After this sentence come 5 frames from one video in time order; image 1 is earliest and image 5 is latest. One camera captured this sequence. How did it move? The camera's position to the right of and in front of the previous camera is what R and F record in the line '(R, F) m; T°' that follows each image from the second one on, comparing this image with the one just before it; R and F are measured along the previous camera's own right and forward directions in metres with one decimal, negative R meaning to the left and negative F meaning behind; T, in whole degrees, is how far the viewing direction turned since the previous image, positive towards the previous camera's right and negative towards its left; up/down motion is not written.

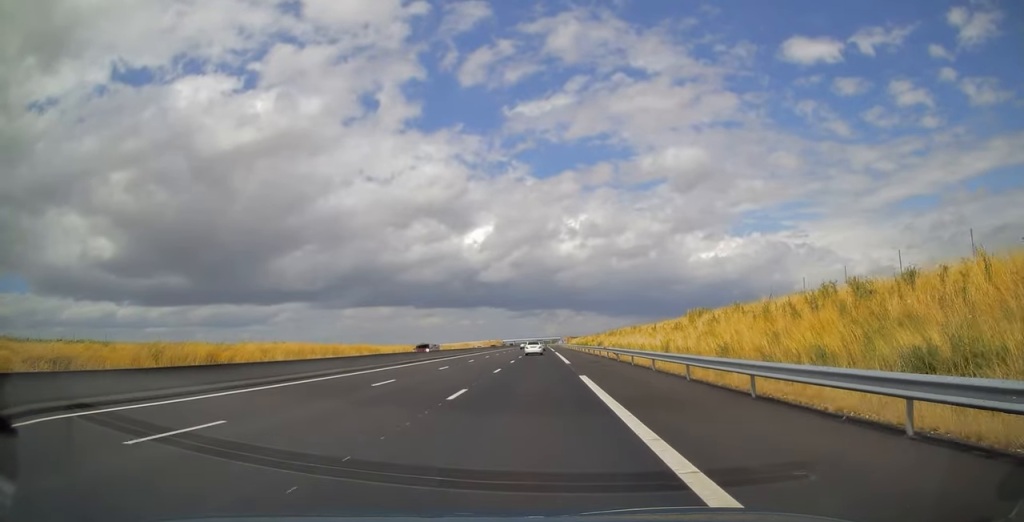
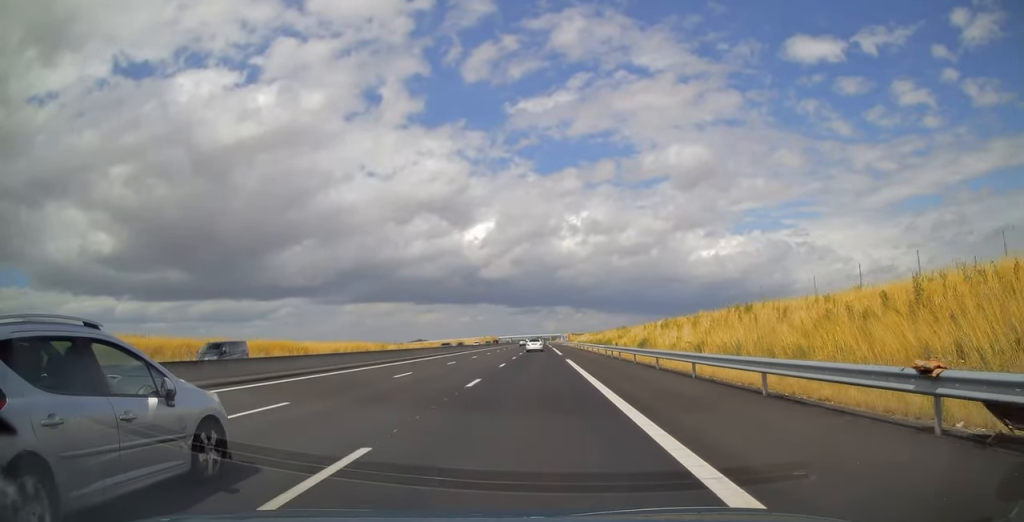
(-0.1, +36.4) m; 0°
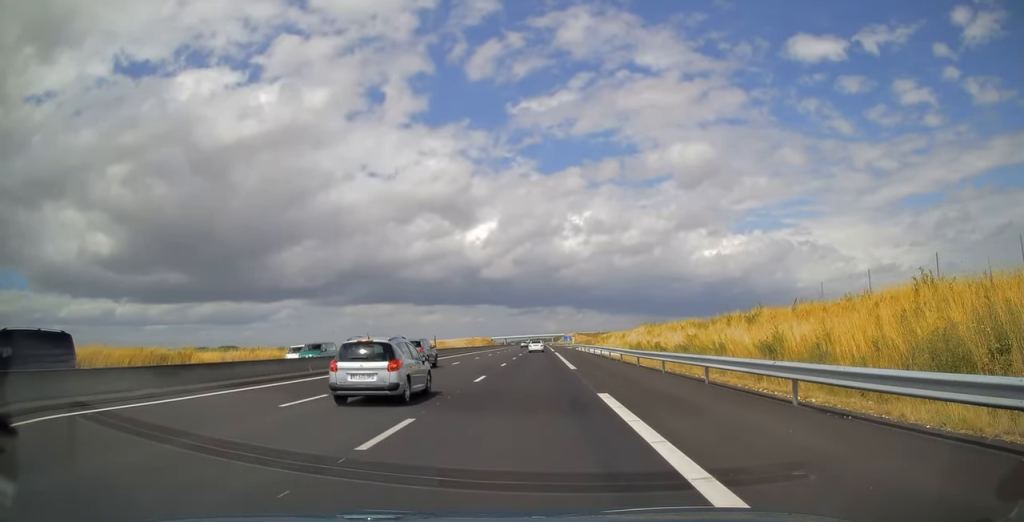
(-0.1, +75.7) m; 0°
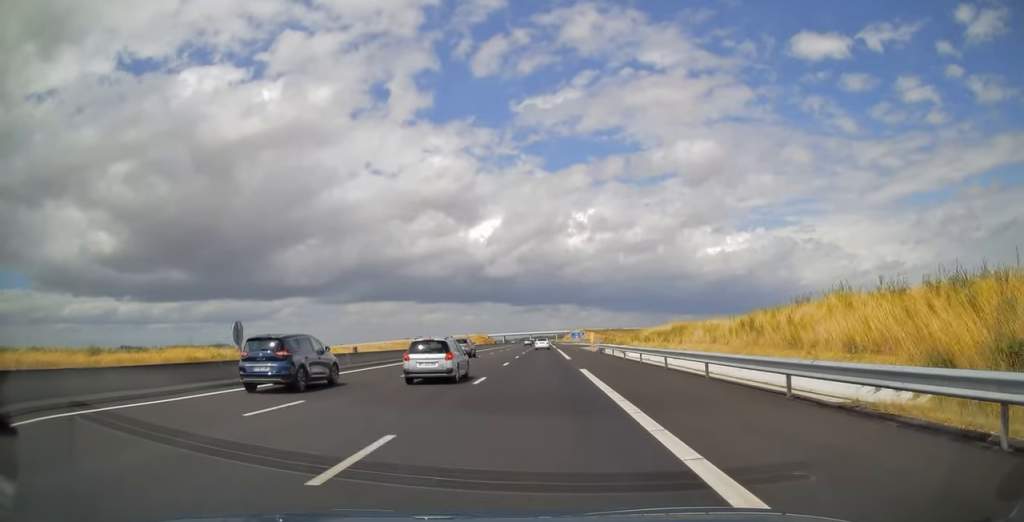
(-0.1, +41.5) m; 0°
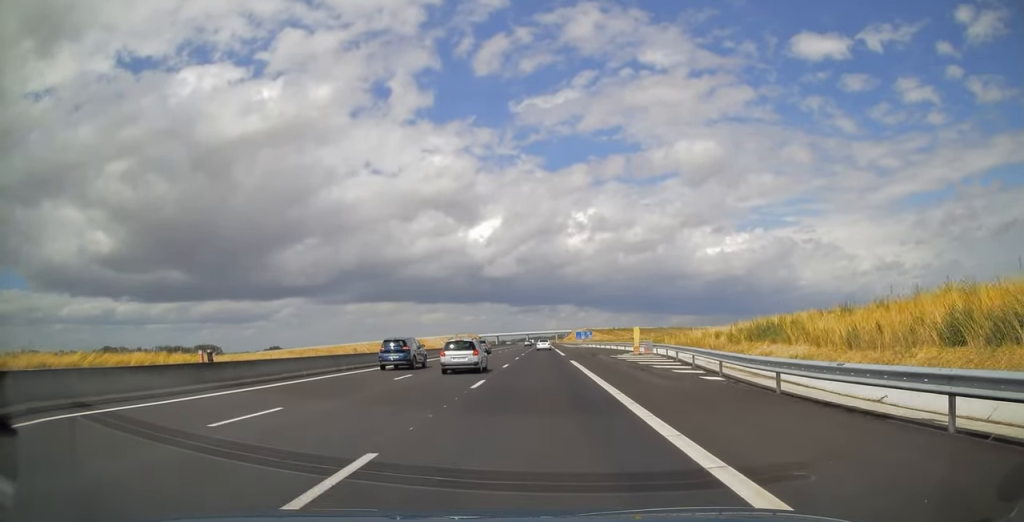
(0.0, +40.9) m; 0°
